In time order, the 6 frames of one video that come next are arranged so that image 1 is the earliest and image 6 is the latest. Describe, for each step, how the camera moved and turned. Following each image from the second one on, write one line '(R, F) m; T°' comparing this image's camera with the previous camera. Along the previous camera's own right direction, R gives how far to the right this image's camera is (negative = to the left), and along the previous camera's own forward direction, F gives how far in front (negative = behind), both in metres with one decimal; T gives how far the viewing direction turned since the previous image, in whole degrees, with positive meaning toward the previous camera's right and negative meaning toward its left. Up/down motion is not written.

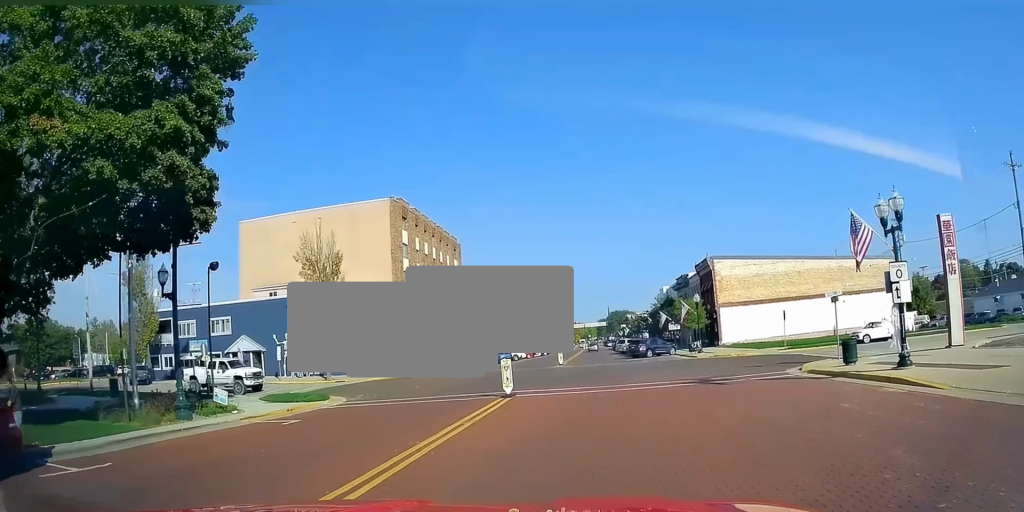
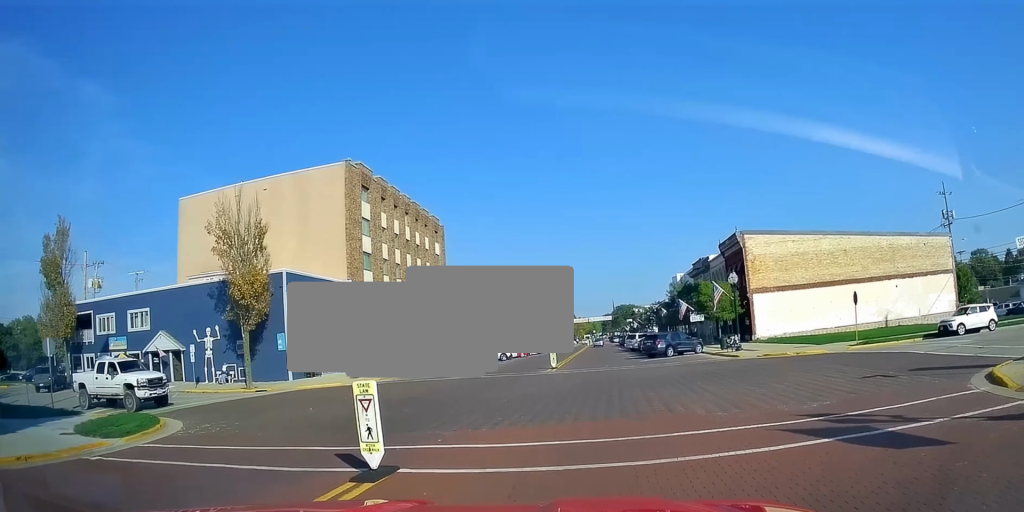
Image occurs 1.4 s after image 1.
(-0.6, +12.6) m; -4°
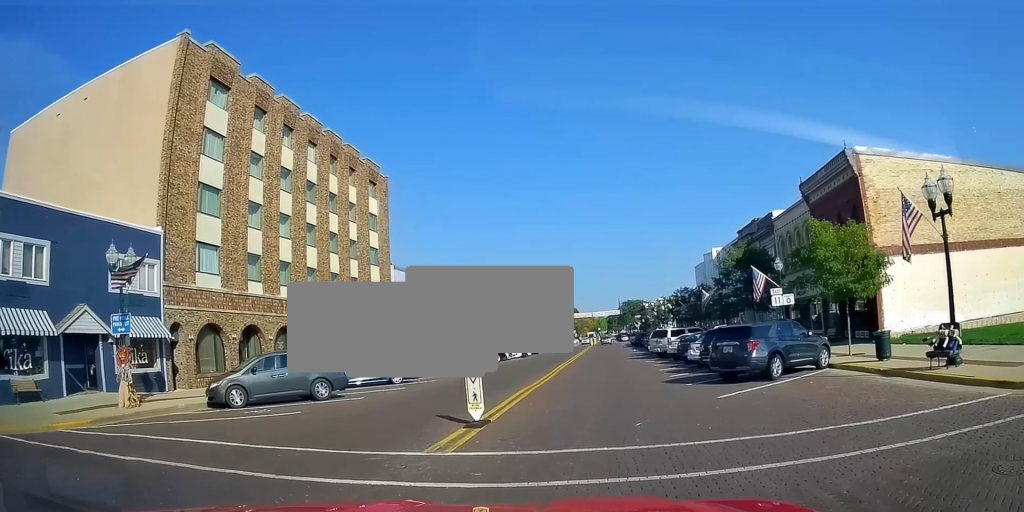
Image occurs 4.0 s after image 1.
(-1.2, +23.2) m; -2°
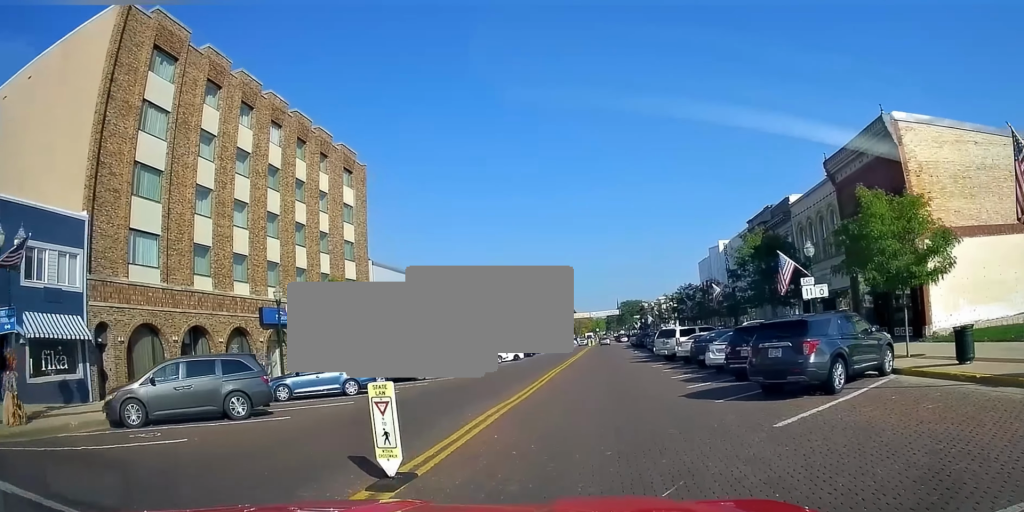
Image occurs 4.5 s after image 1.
(+0.1, +4.9) m; +1°
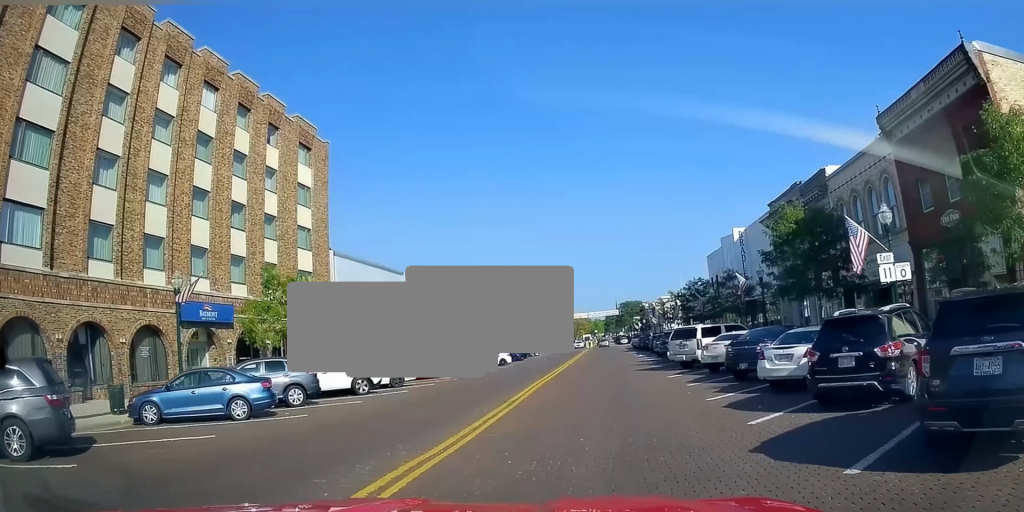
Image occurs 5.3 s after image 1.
(0.0, +7.5) m; 0°
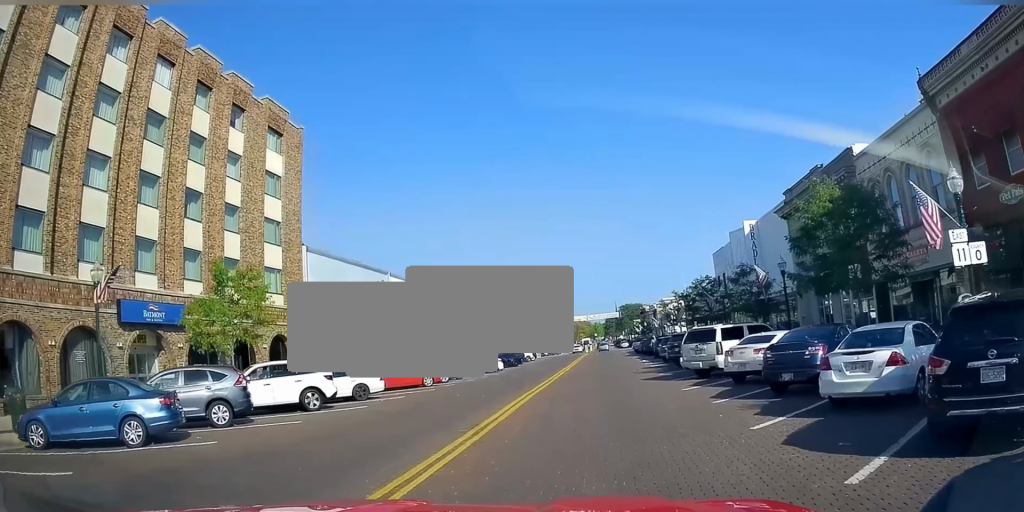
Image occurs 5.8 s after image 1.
(0.0, +4.2) m; -1°
